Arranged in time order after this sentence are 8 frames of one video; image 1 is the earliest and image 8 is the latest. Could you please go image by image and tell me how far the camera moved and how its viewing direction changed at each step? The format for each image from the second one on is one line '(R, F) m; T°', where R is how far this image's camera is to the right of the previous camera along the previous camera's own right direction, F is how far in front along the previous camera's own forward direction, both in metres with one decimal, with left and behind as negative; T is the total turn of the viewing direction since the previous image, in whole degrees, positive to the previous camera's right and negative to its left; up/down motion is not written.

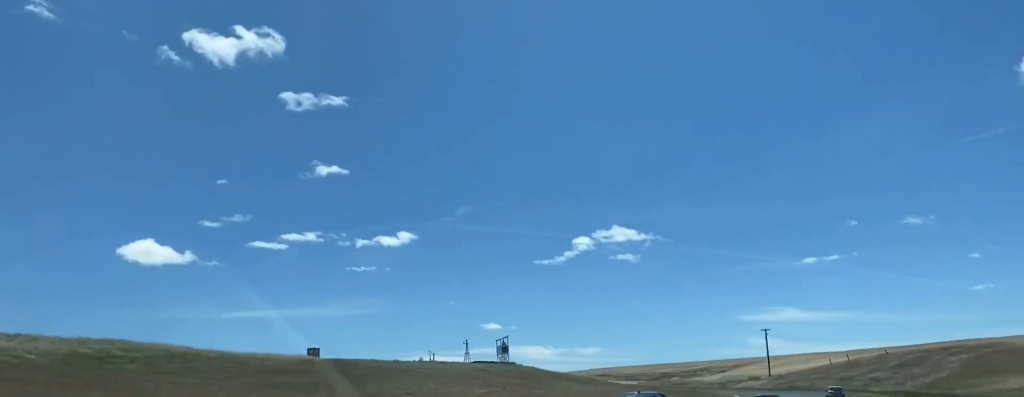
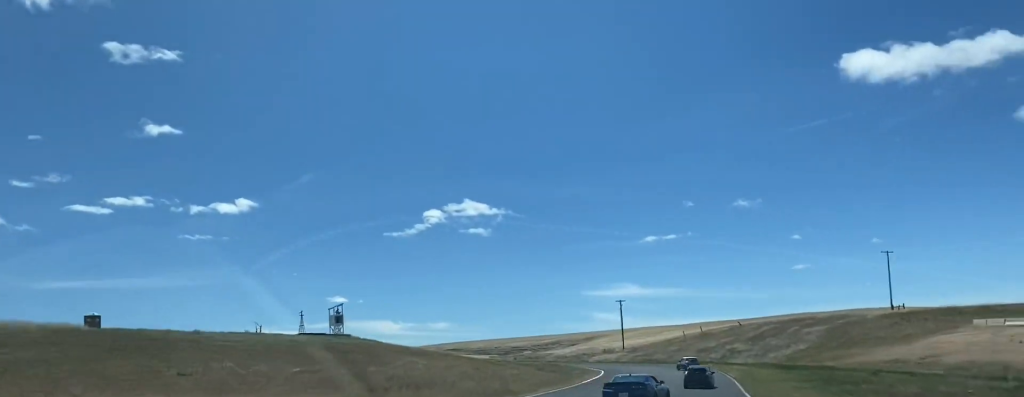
(+1.4, +13.7) m; +10°
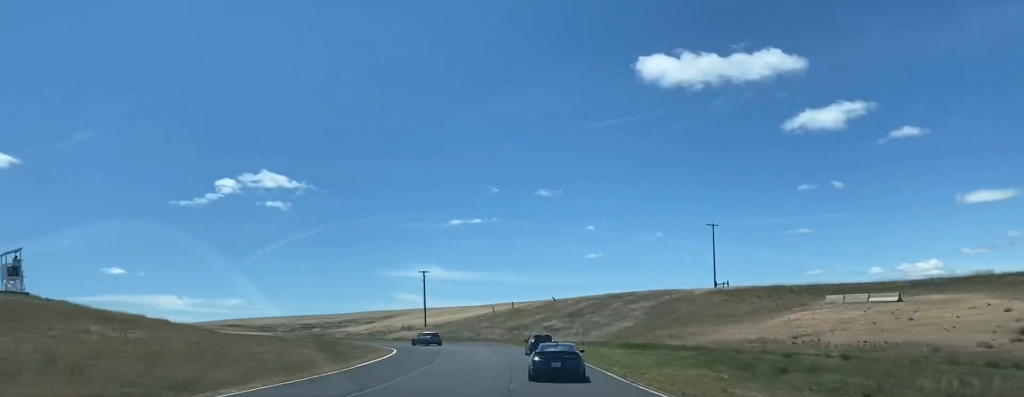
(+2.7, +21.5) m; +11°
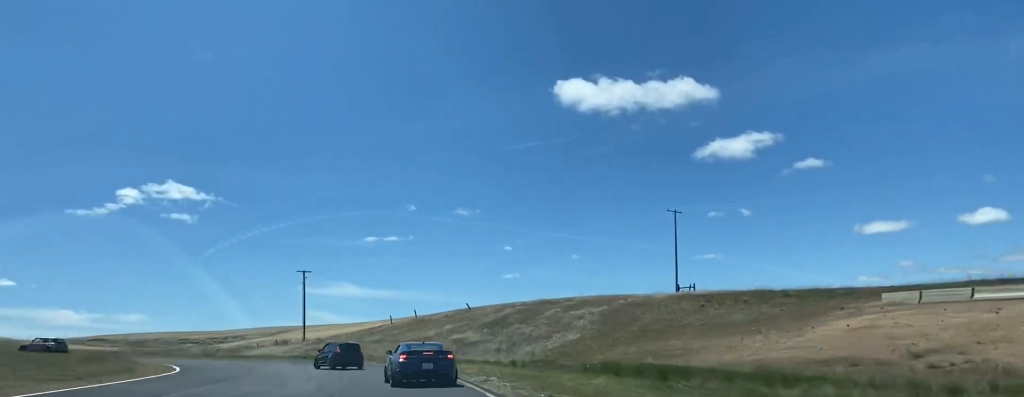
(+2.1, +28.6) m; +3°
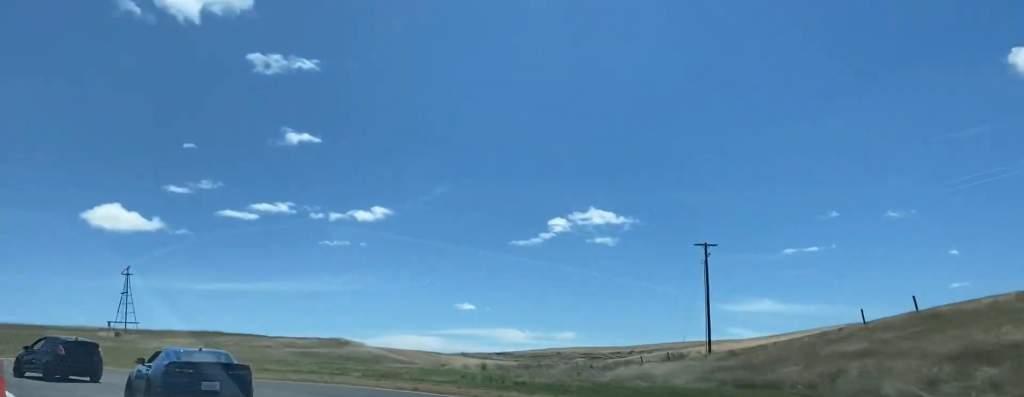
(-6.4, +48.4) m; -27°
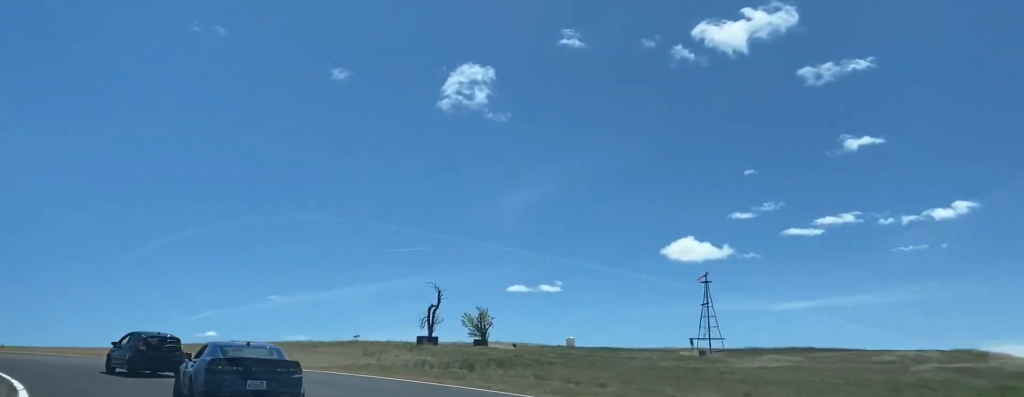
(-8.3, +27.6) m; -35°
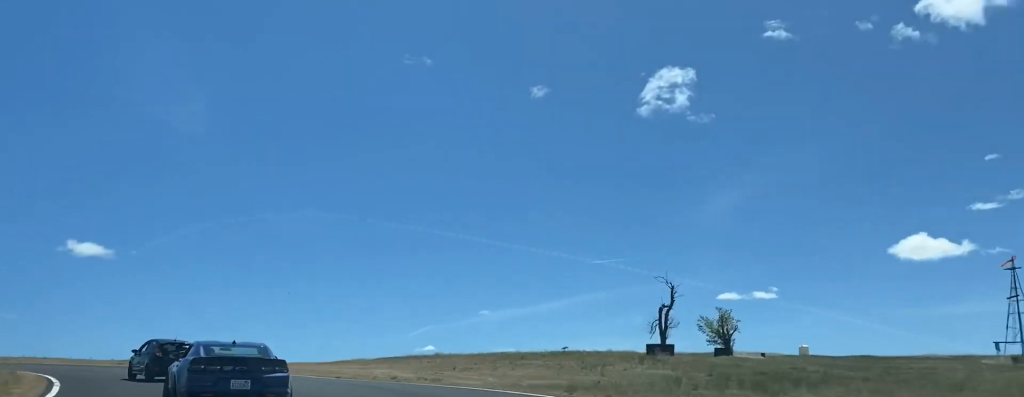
(-2.2, +12.8) m; -16°
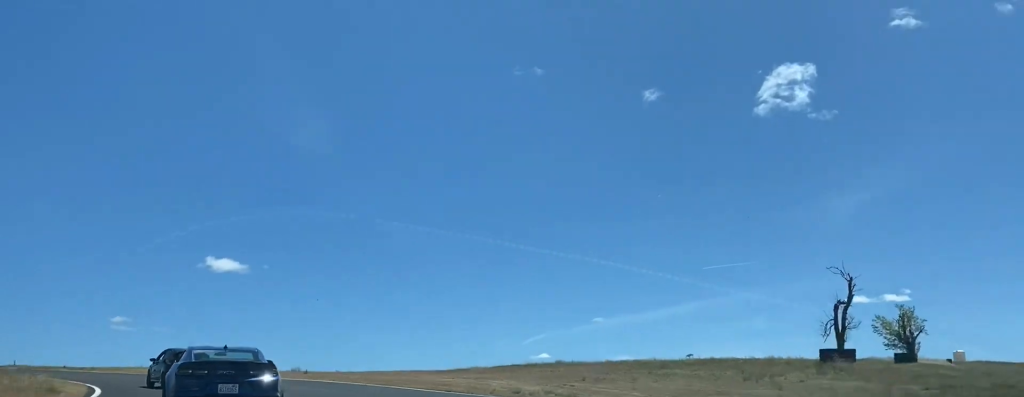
(-0.5, +8.4) m; -10°
